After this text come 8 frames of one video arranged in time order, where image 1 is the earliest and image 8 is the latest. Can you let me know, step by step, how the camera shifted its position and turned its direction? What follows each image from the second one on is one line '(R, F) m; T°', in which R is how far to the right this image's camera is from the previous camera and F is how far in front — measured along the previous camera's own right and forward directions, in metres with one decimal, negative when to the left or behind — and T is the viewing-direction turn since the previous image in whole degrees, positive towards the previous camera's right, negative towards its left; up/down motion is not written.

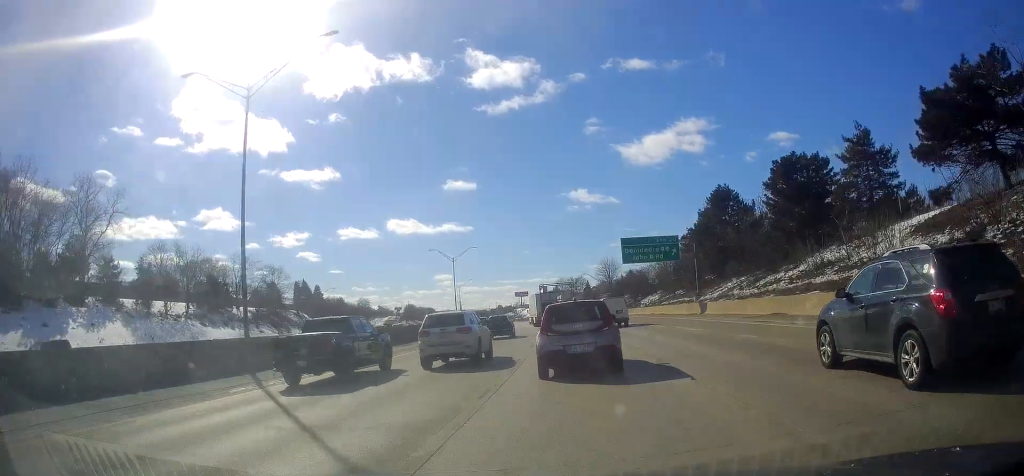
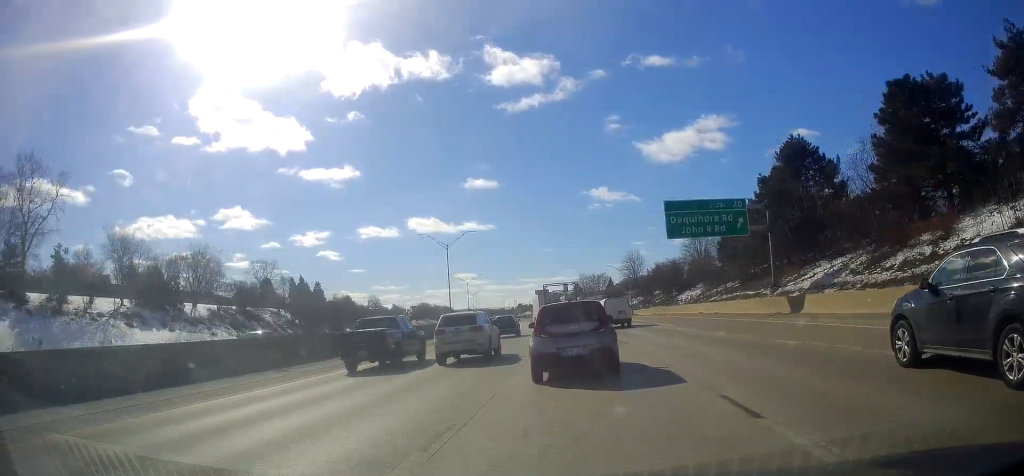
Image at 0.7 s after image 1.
(-0.3, +18.9) m; -2°
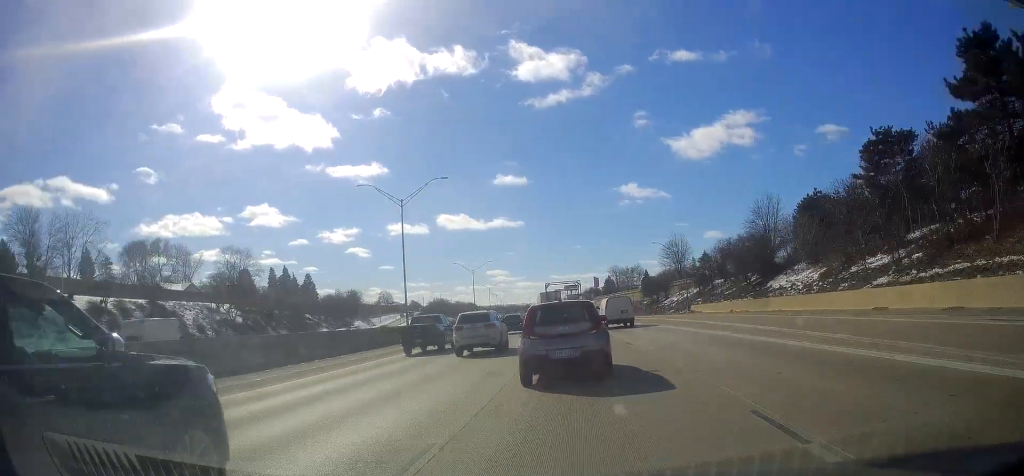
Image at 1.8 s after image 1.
(-1.1, +31.6) m; -4°
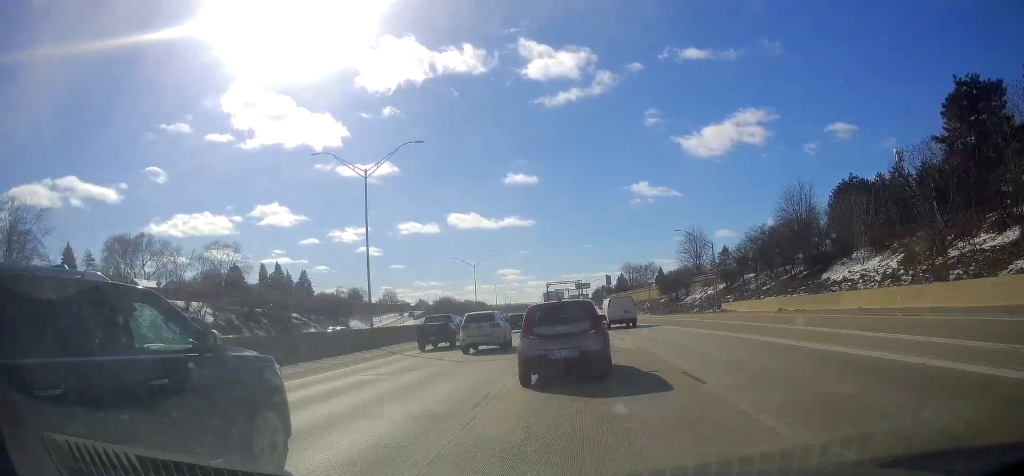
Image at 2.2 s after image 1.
(-0.2, +11.1) m; -1°
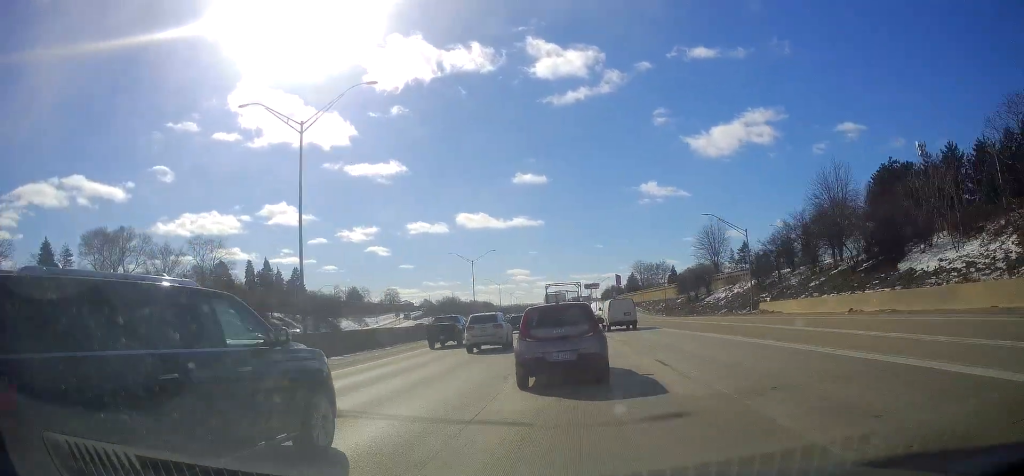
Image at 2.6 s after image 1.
(0.0, +11.2) m; 0°
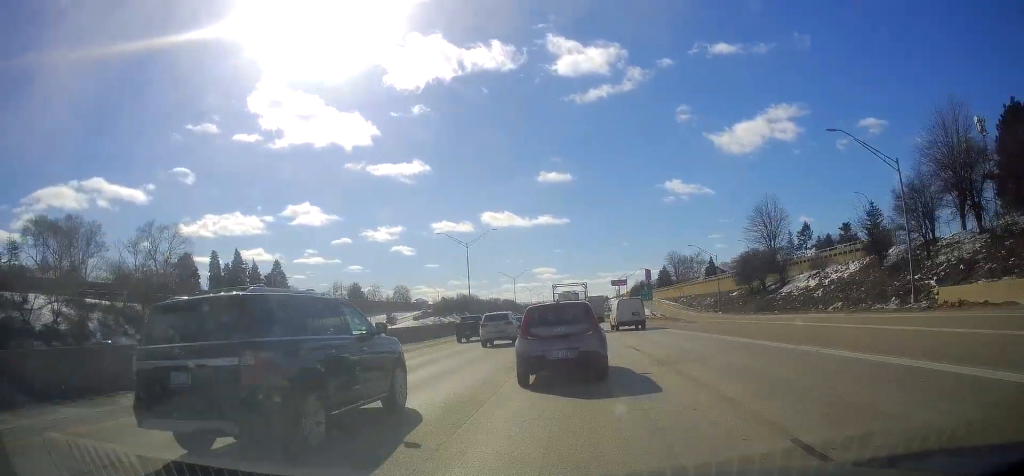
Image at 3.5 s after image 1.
(0.0, +26.0) m; -1°
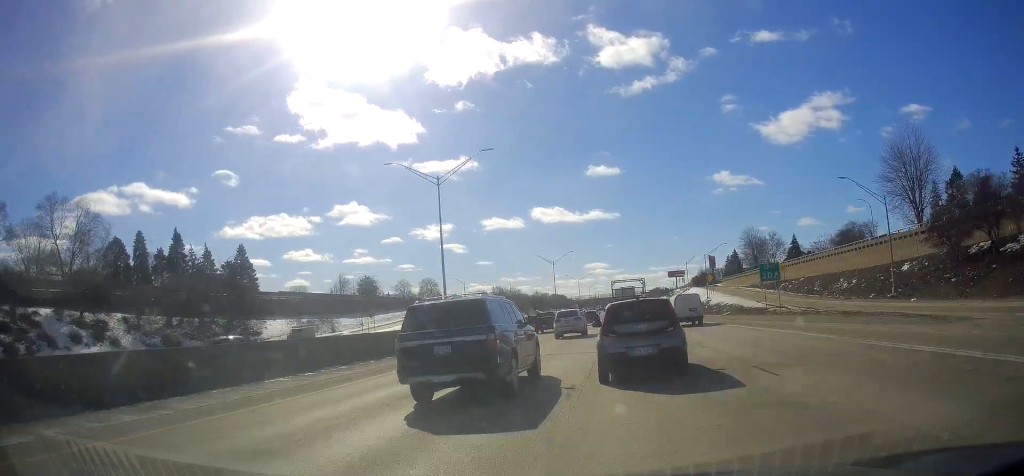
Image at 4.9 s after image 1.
(-1.6, +38.8) m; -3°
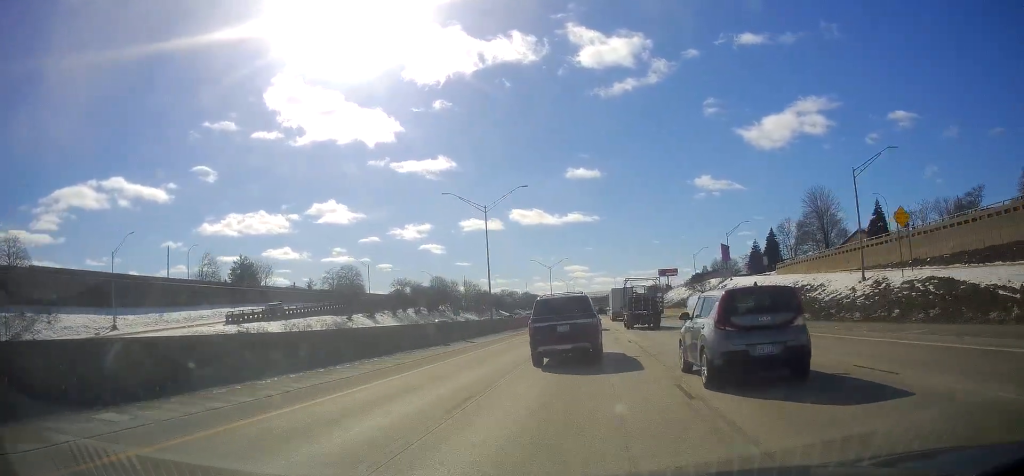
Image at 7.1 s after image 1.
(+0.4, +63.9) m; +1°
